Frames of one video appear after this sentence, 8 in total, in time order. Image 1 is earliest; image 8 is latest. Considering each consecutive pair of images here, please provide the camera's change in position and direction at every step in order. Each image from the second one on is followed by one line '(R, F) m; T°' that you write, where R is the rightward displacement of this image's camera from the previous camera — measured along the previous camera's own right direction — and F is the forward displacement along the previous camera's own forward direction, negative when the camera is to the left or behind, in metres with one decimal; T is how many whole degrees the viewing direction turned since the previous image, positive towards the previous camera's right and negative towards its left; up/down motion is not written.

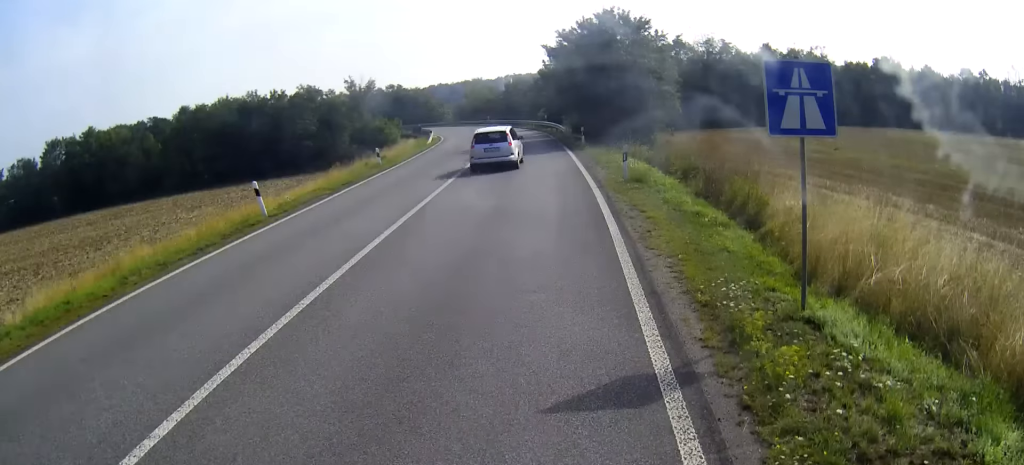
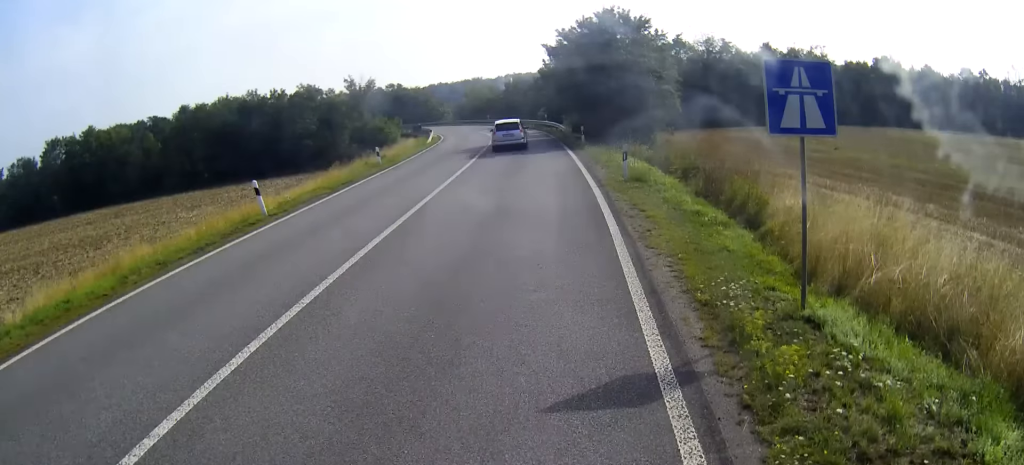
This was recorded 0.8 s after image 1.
(0.0, 0.0) m; 0°
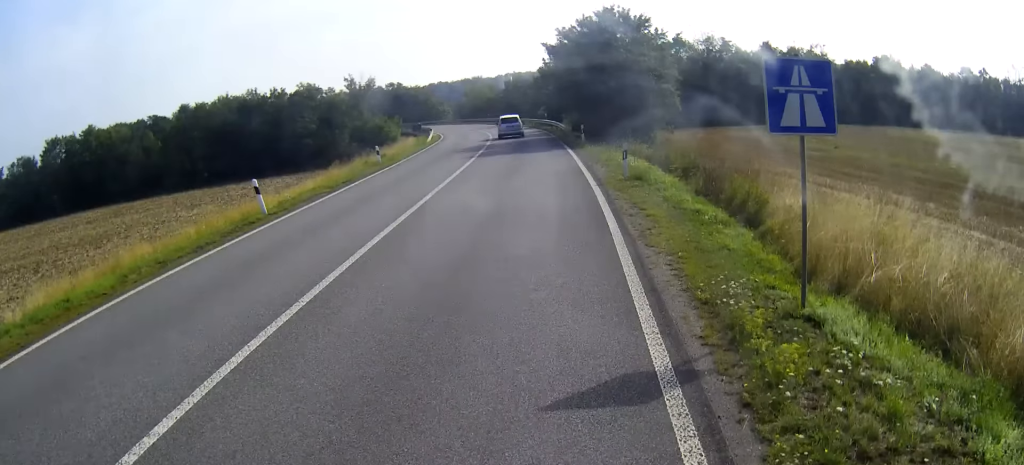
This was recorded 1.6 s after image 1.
(0.0, 0.0) m; 0°
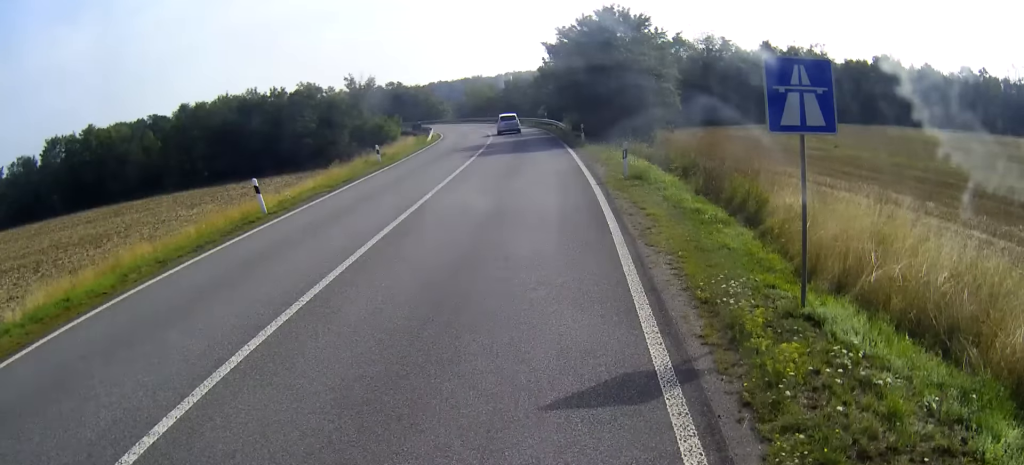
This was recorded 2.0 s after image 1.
(0.0, 0.0) m; 0°
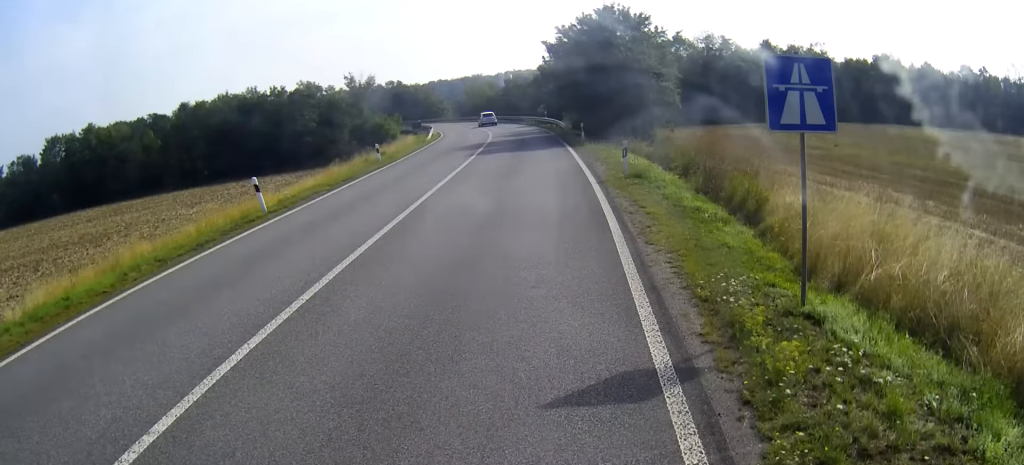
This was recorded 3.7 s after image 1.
(0.0, 0.0) m; 0°
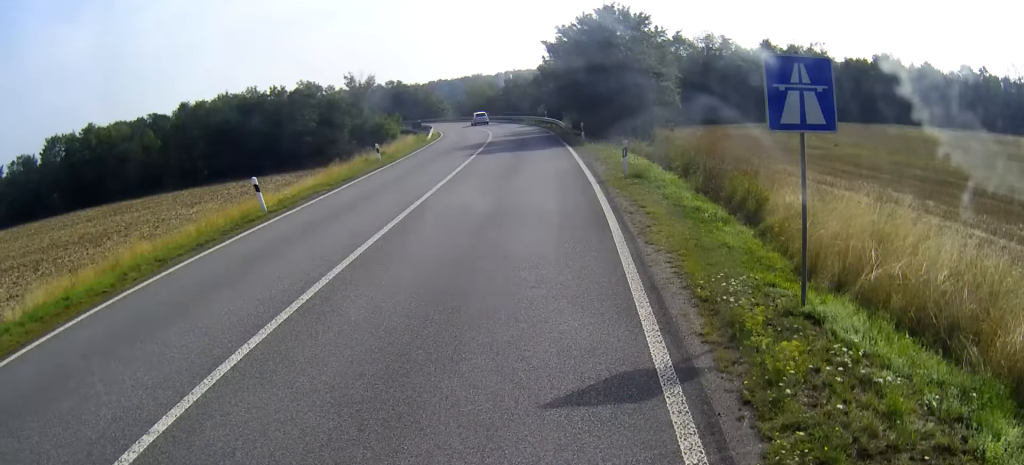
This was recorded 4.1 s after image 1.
(0.0, 0.0) m; 0°
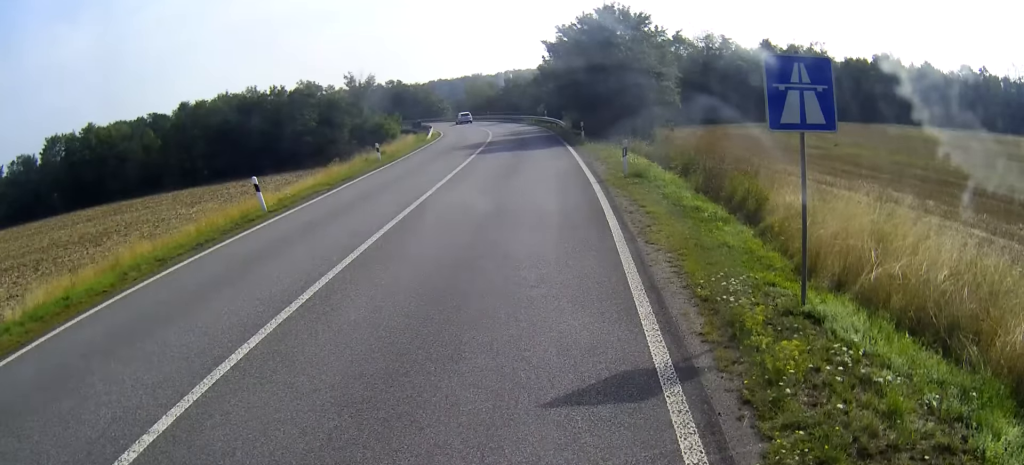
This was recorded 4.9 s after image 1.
(0.0, 0.0) m; 0°
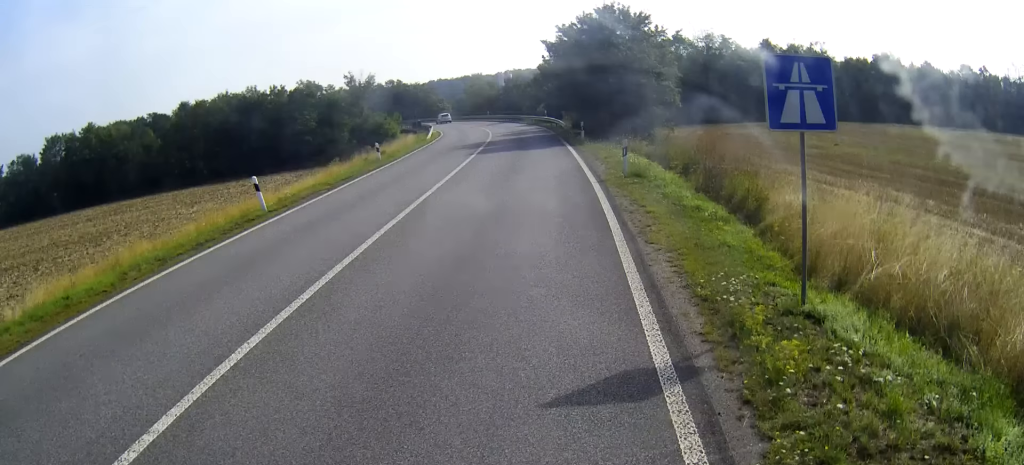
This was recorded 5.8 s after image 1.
(0.0, 0.0) m; 0°
